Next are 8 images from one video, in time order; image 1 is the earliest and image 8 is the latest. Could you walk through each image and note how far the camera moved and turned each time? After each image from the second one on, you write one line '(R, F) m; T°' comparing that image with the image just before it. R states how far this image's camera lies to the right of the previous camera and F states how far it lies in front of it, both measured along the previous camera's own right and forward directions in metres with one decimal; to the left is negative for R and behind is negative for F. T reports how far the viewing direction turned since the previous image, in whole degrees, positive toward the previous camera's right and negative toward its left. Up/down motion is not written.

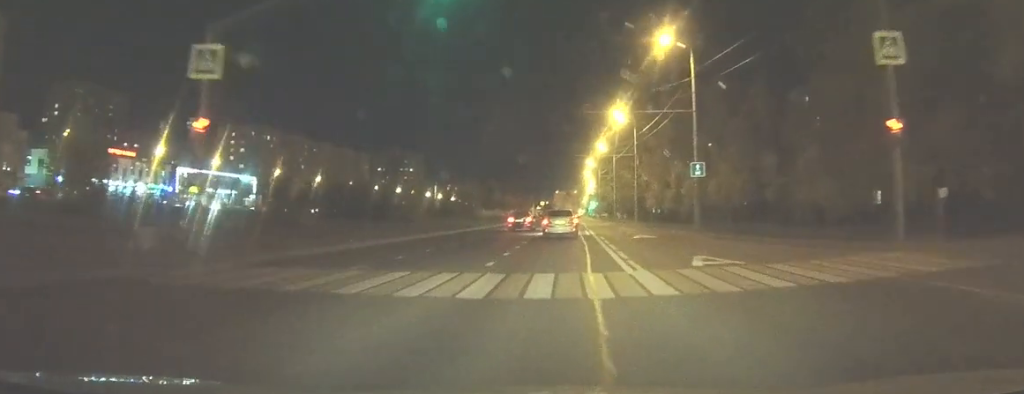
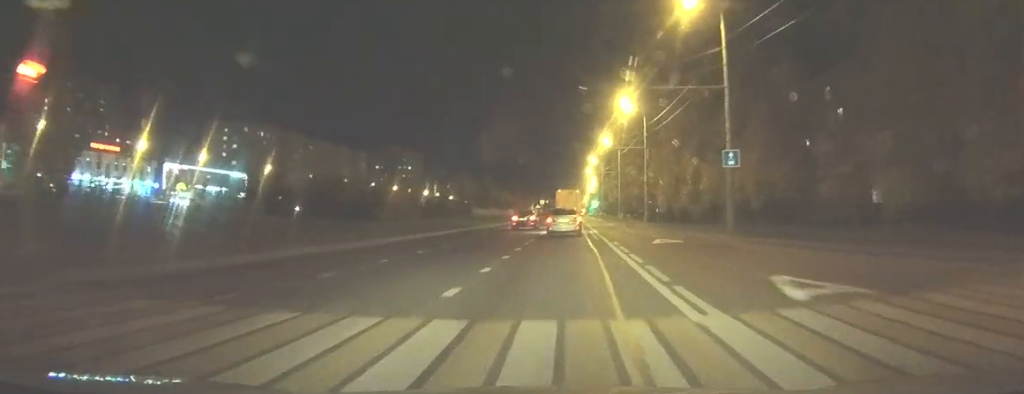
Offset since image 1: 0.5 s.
(0.0, +6.1) m; 0°
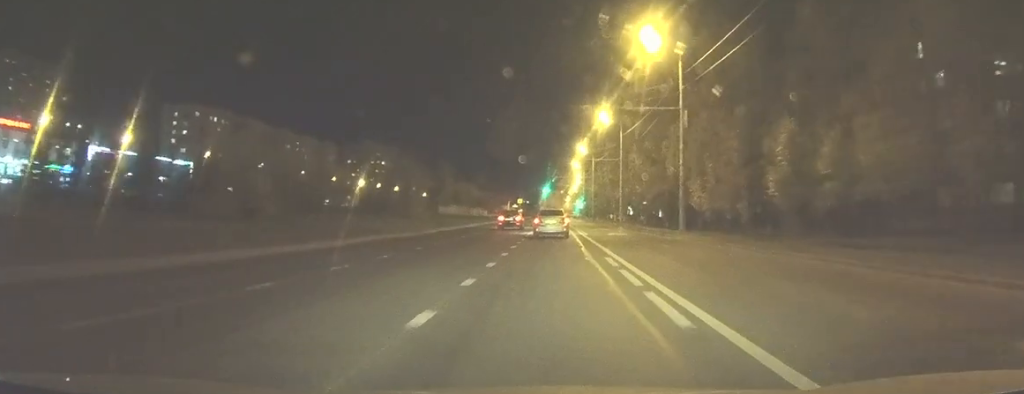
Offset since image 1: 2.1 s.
(0.0, +21.4) m; 0°
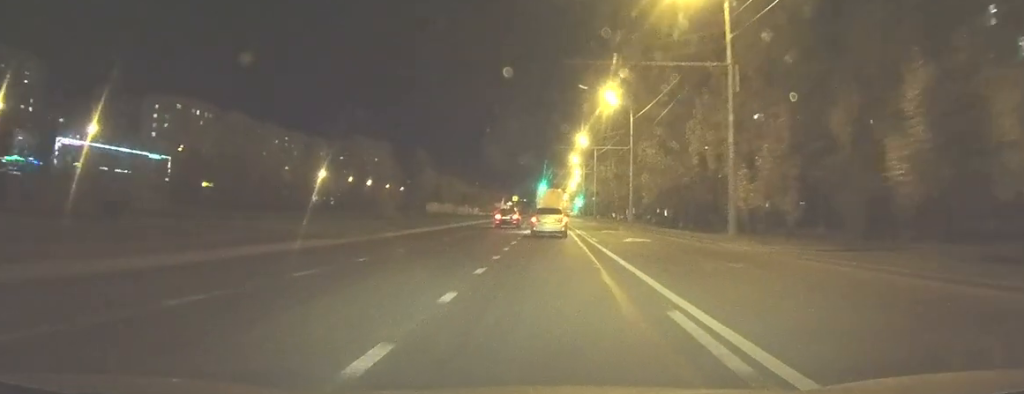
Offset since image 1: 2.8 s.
(0.0, +9.7) m; 0°
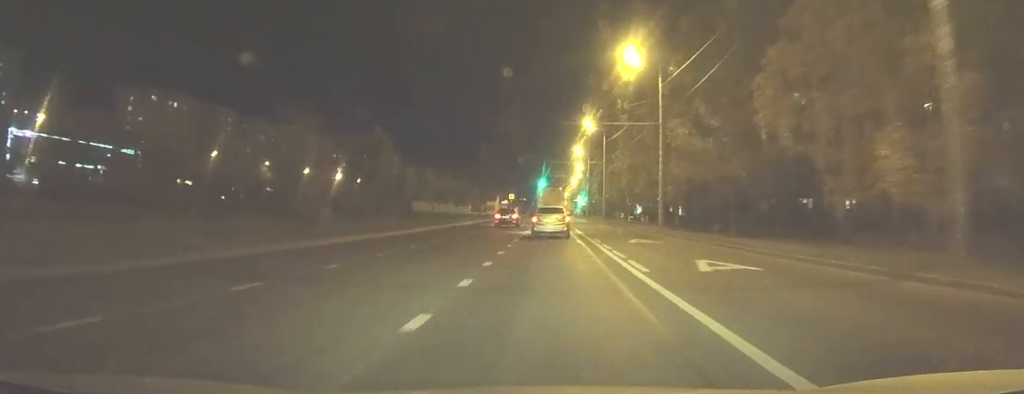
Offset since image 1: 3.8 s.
(+0.1, +13.6) m; +1°
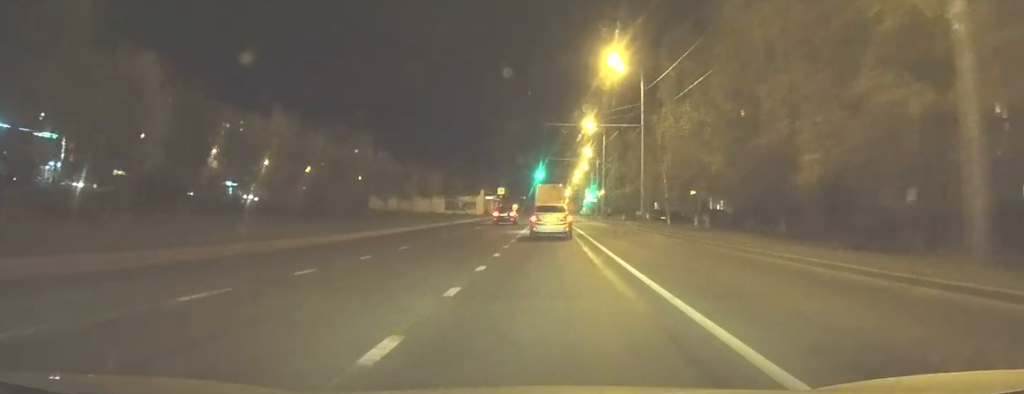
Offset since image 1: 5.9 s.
(+0.4, +29.2) m; 0°
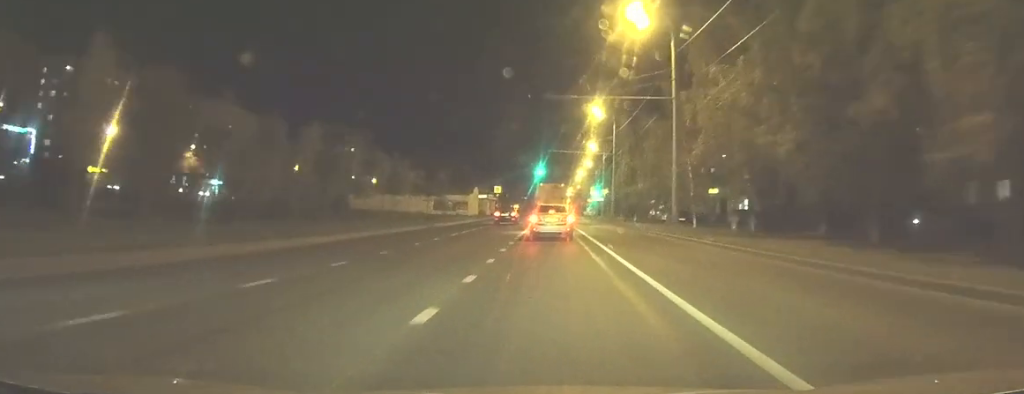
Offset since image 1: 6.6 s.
(0.0, +10.1) m; 0°
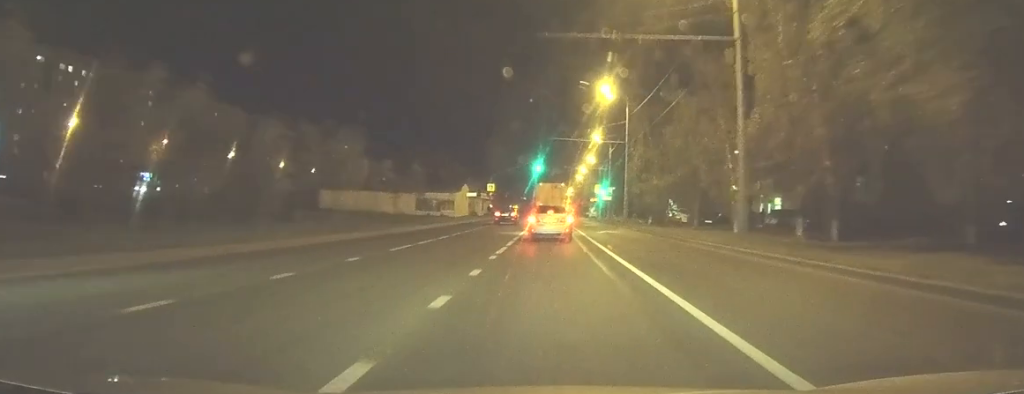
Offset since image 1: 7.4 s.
(-0.1, +10.8) m; 0°
